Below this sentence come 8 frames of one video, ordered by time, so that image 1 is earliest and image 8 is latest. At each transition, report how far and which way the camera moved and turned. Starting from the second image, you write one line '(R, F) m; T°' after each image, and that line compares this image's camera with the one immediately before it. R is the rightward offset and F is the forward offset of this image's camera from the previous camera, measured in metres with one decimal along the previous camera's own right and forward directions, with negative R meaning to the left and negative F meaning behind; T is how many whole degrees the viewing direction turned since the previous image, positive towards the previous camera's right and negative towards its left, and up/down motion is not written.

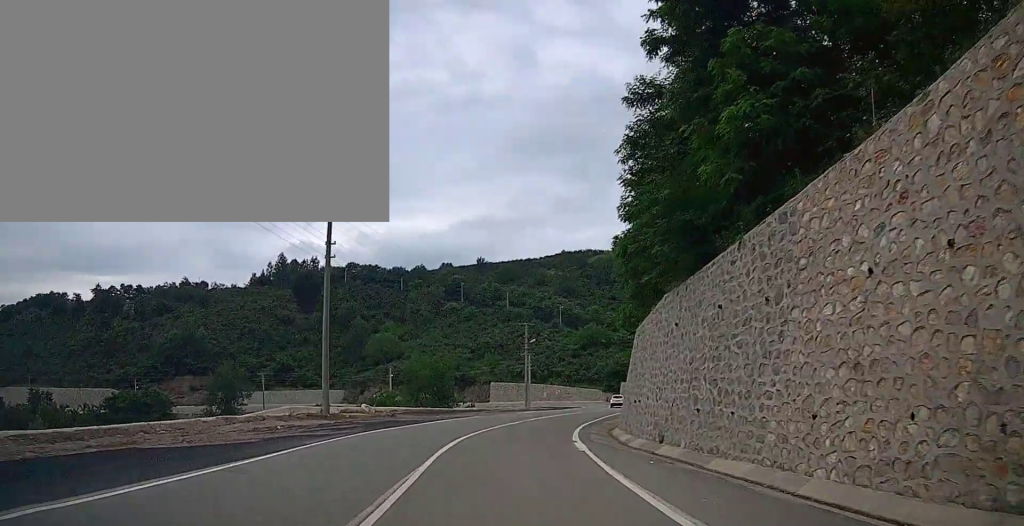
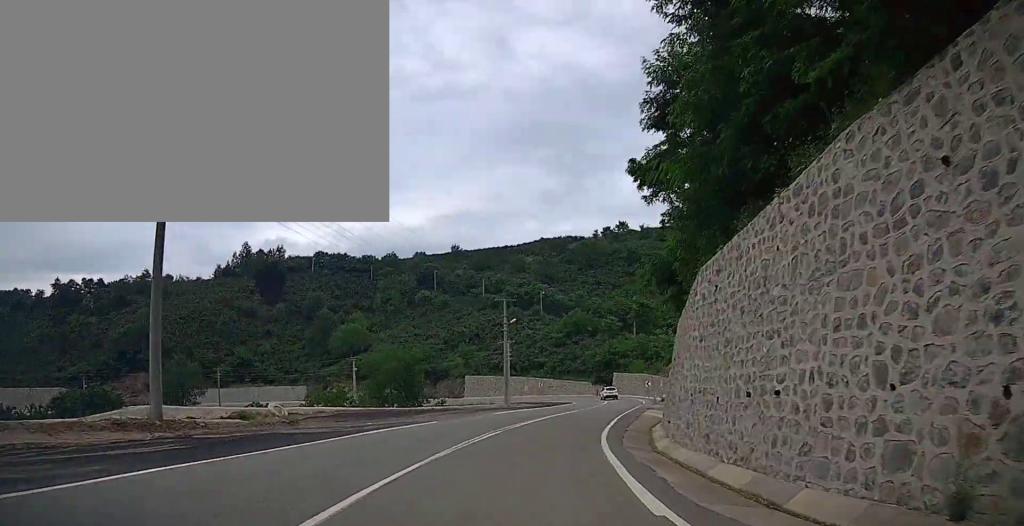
(-0.1, +12.8) m; +1°
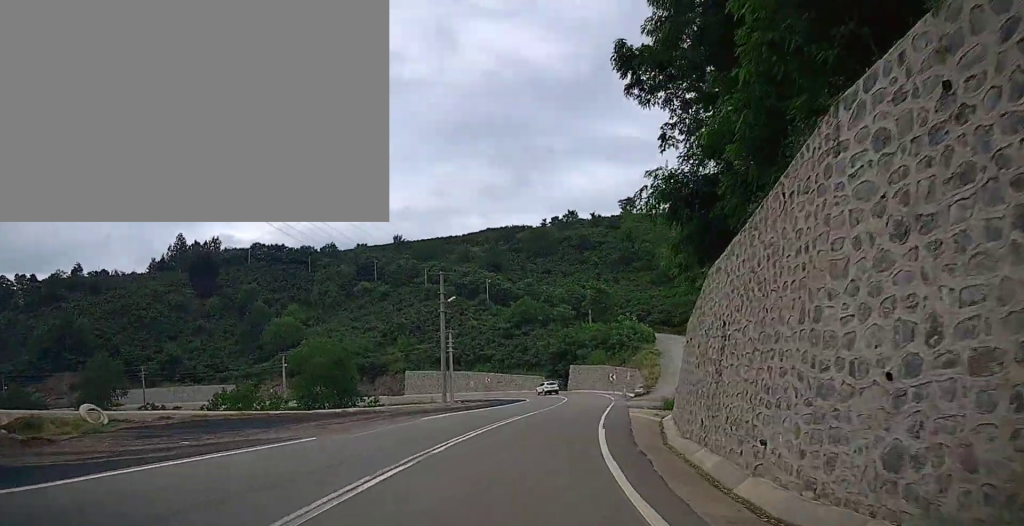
(+0.1, +10.2) m; +3°
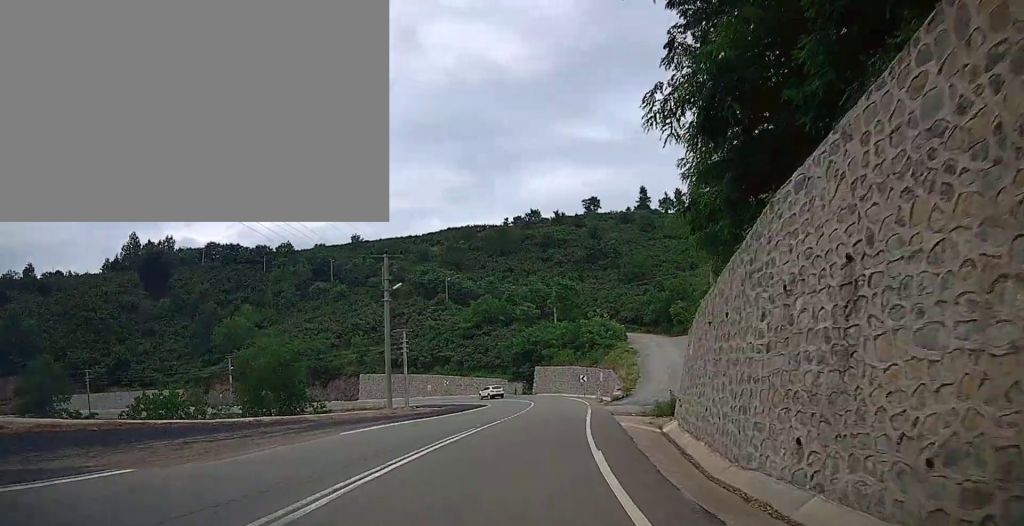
(+0.3, +6.3) m; +3°
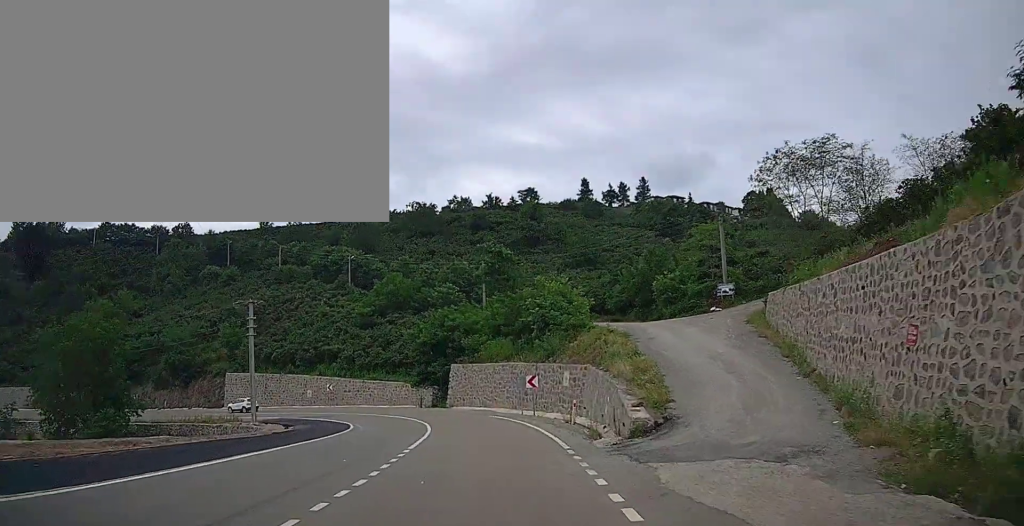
(+2.2, +25.0) m; +8°
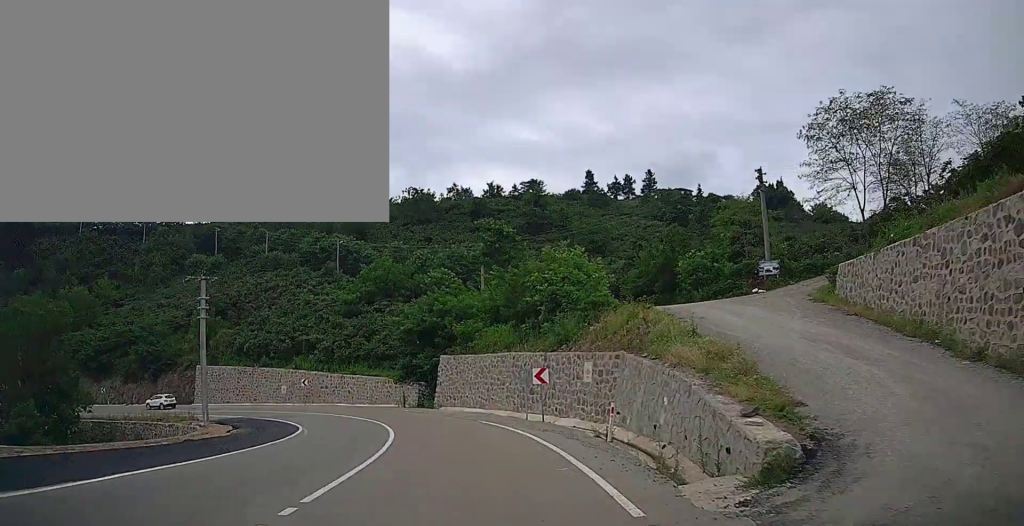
(+0.1, +7.9) m; 0°
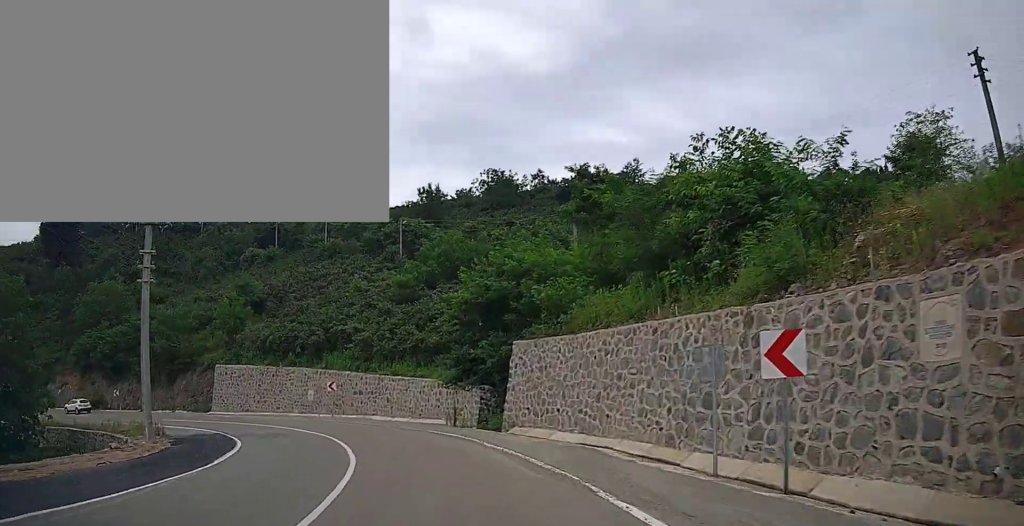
(-0.3, +15.5) m; -5°
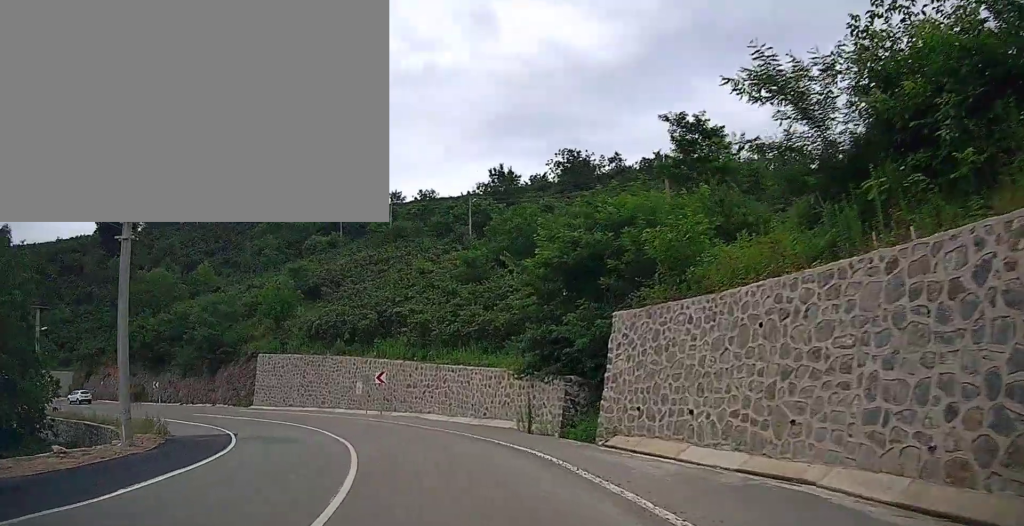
(-0.3, +6.9) m; -6°
